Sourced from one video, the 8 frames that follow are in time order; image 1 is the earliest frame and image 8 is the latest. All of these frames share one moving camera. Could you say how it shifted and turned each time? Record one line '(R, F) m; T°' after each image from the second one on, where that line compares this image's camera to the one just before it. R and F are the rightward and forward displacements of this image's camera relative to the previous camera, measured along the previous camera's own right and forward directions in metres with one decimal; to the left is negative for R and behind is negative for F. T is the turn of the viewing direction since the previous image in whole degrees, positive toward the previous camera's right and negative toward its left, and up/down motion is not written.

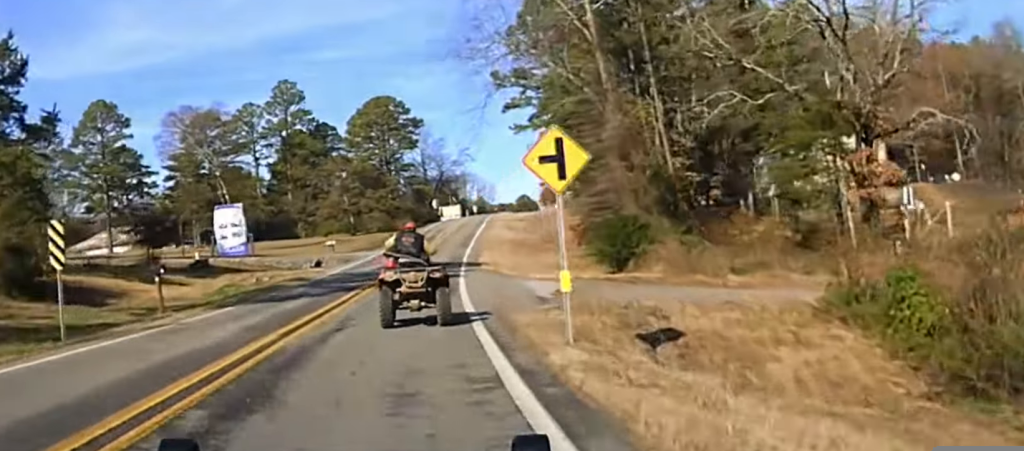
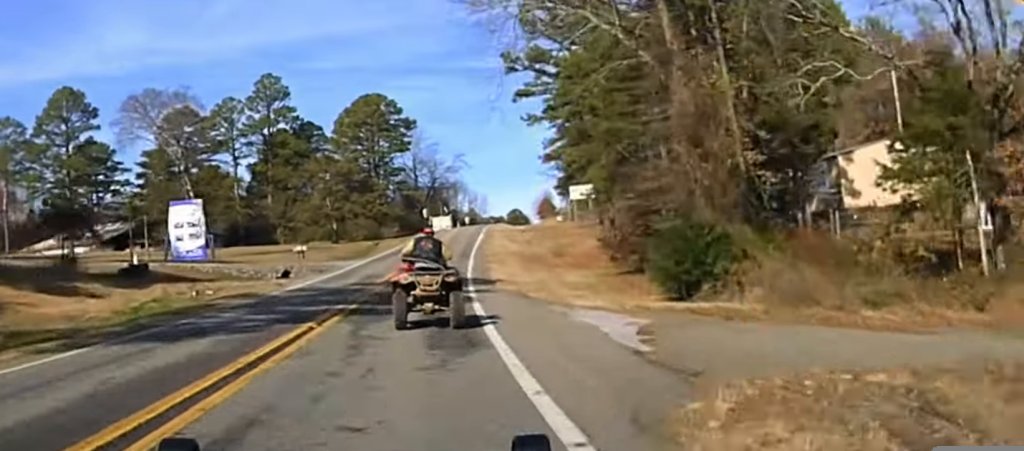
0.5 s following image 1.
(+0.1, +14.0) m; +1°
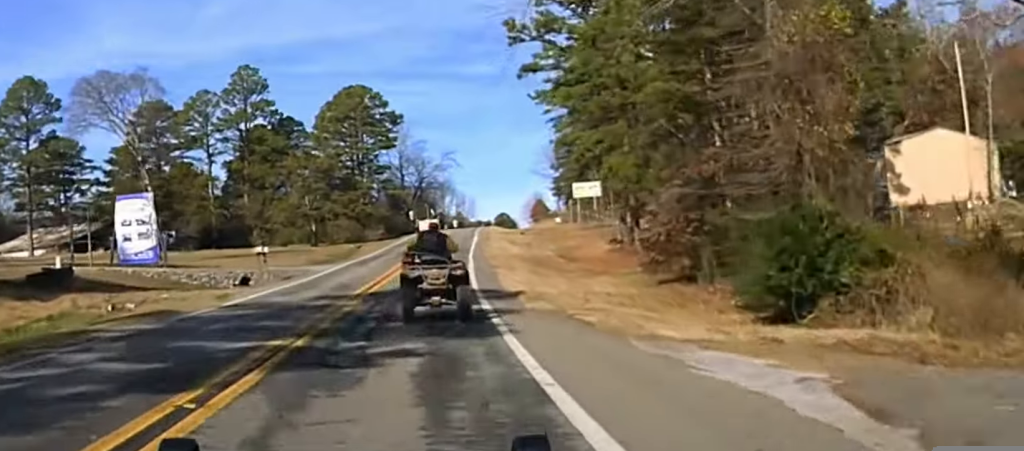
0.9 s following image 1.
(+0.1, +10.4) m; +1°
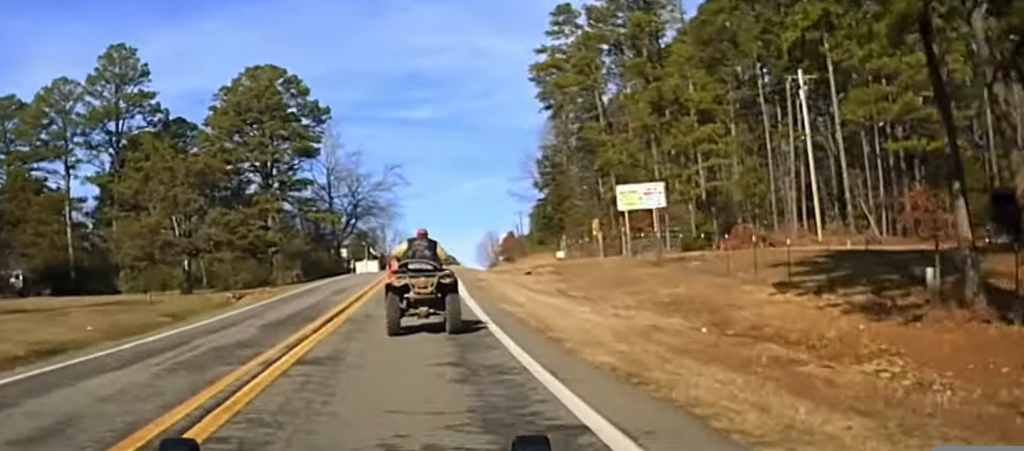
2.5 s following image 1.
(+1.1, +38.3) m; +3°
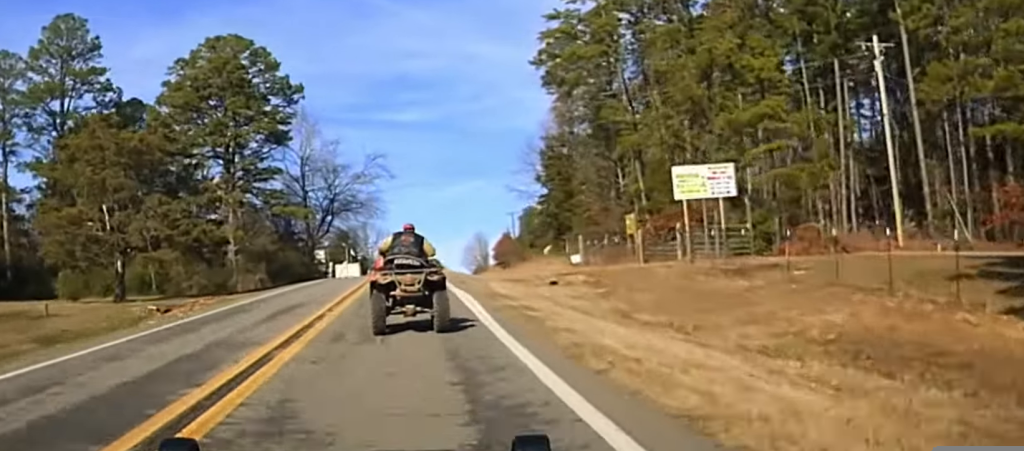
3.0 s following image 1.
(+0.1, +11.5) m; +1°
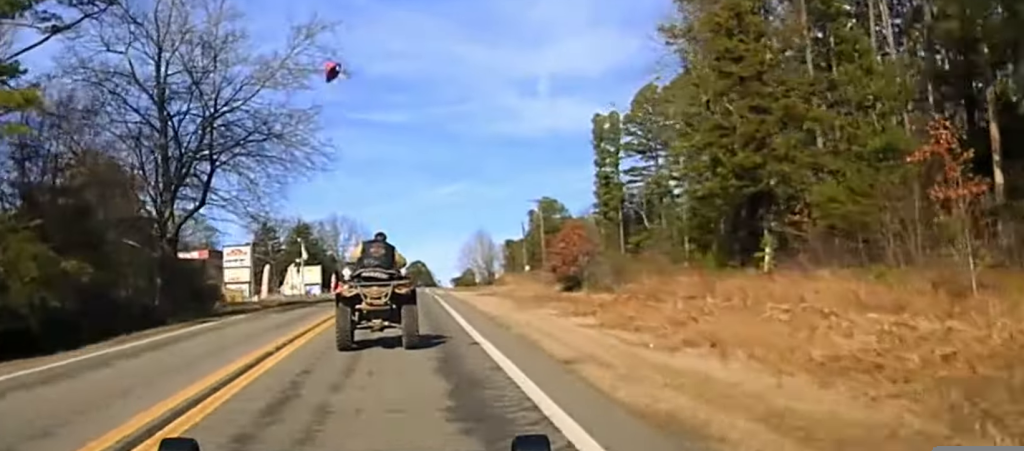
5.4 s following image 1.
(+1.3, +50.1) m; +3°
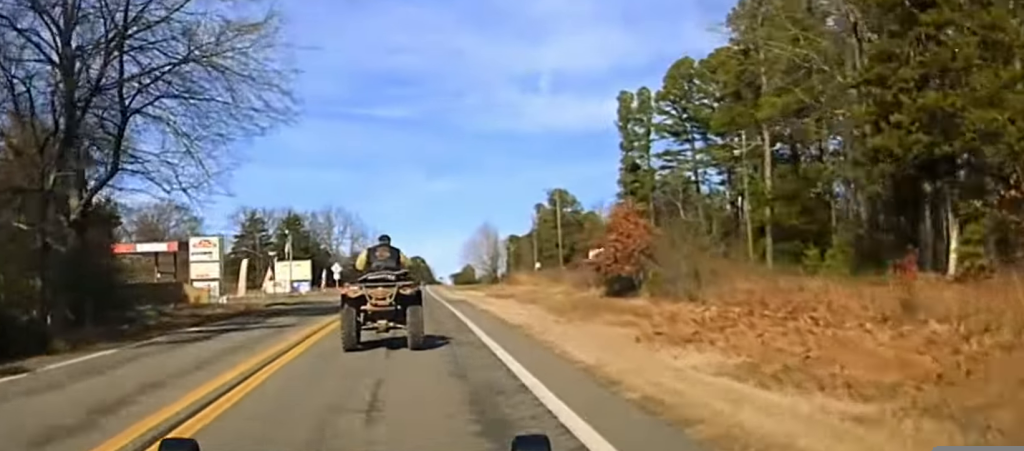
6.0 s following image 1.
(+0.1, +15.9) m; 0°
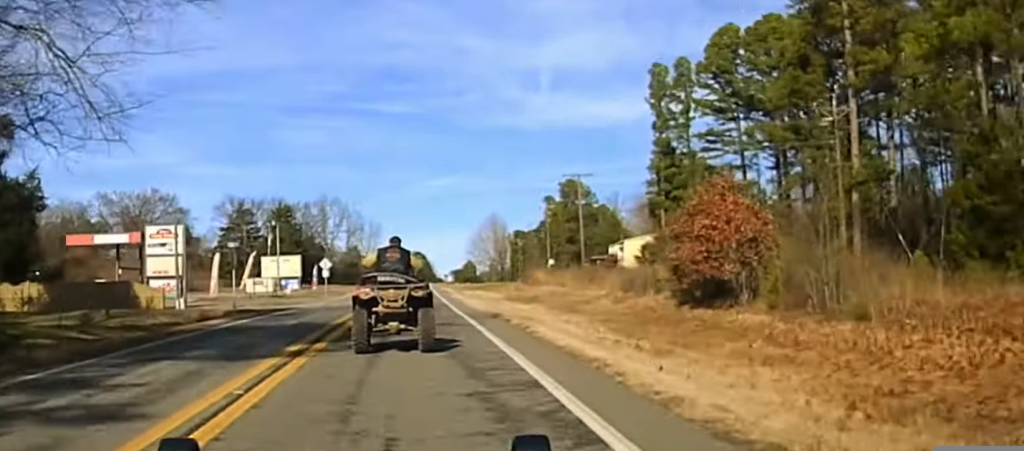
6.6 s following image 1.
(0.0, +17.6) m; 0°
